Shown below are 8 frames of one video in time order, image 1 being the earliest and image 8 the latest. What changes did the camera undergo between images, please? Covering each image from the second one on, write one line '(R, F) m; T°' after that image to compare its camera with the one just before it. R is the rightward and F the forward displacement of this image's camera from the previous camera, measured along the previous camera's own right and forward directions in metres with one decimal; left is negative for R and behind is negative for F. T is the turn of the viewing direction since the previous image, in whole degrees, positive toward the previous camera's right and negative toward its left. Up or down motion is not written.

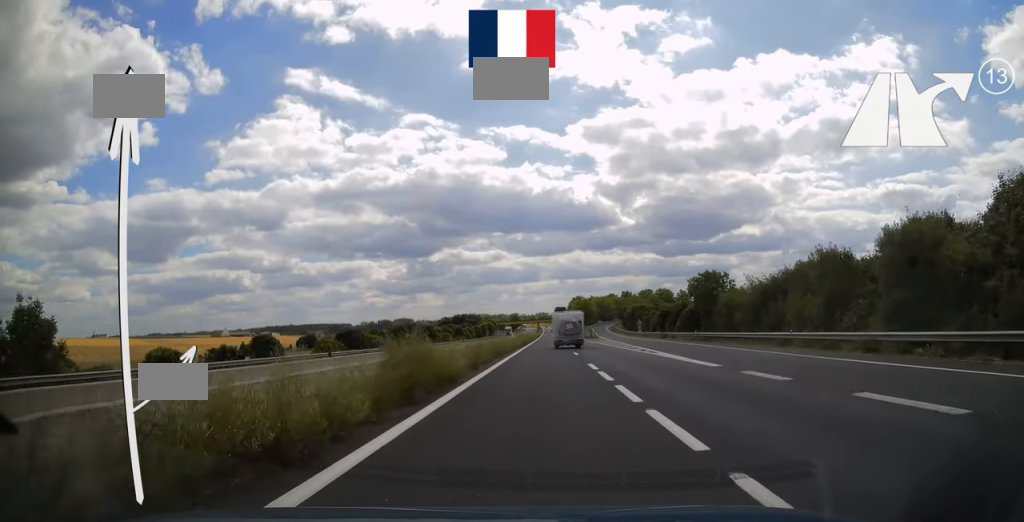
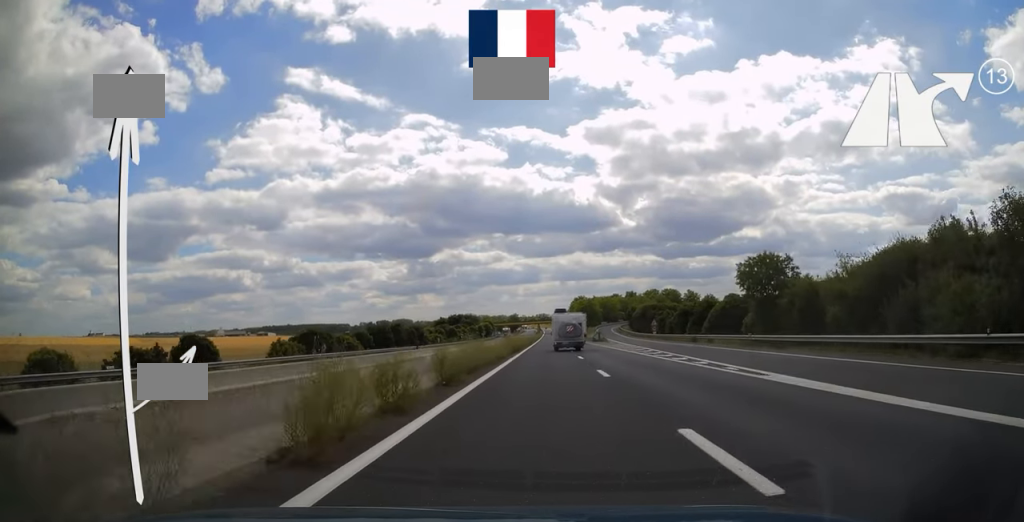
(-0.1, +15.0) m; 0°
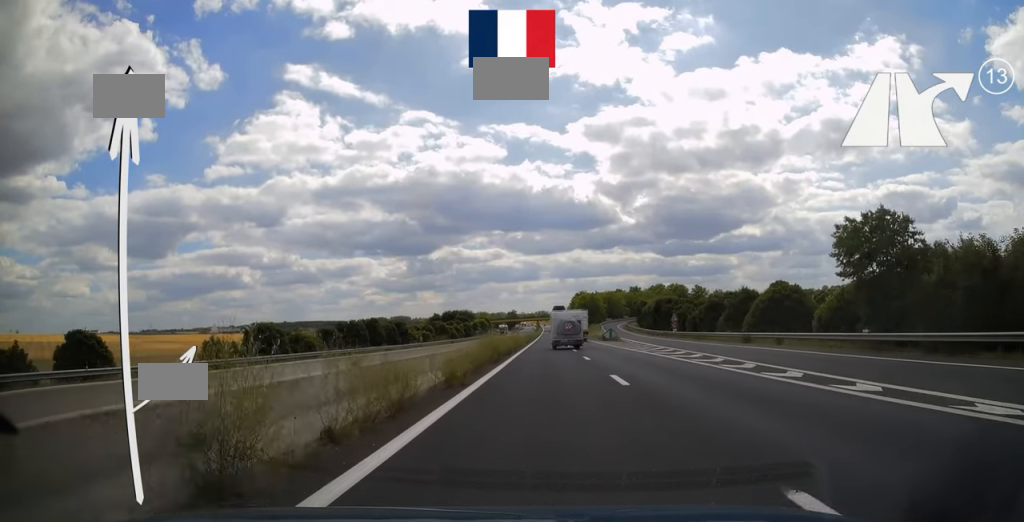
(-0.1, +16.0) m; 0°
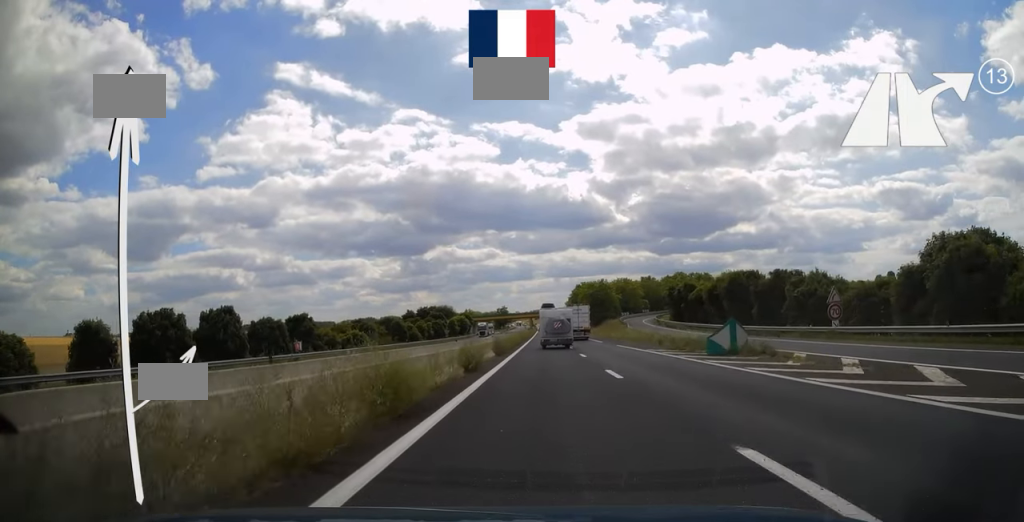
(+0.4, +49.4) m; 0°
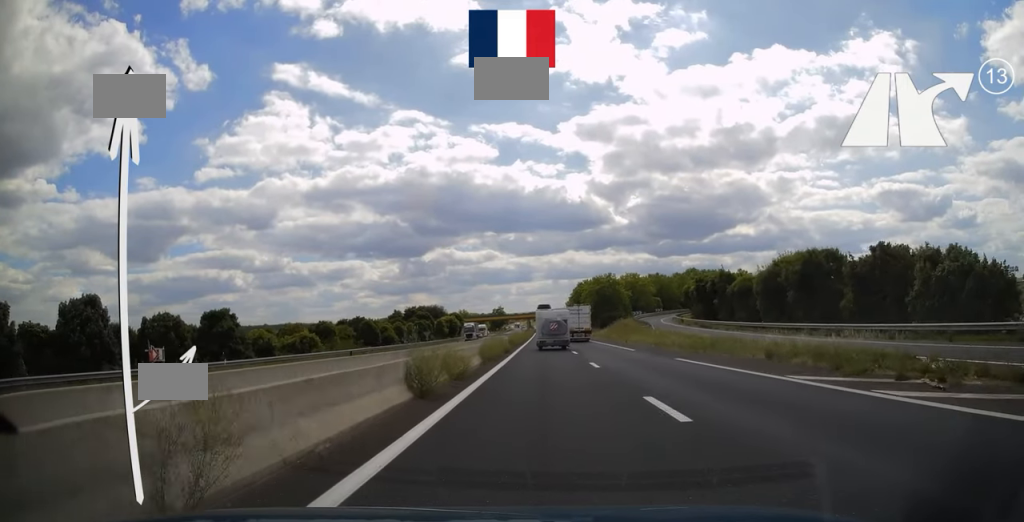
(0.0, +20.3) m; 0°
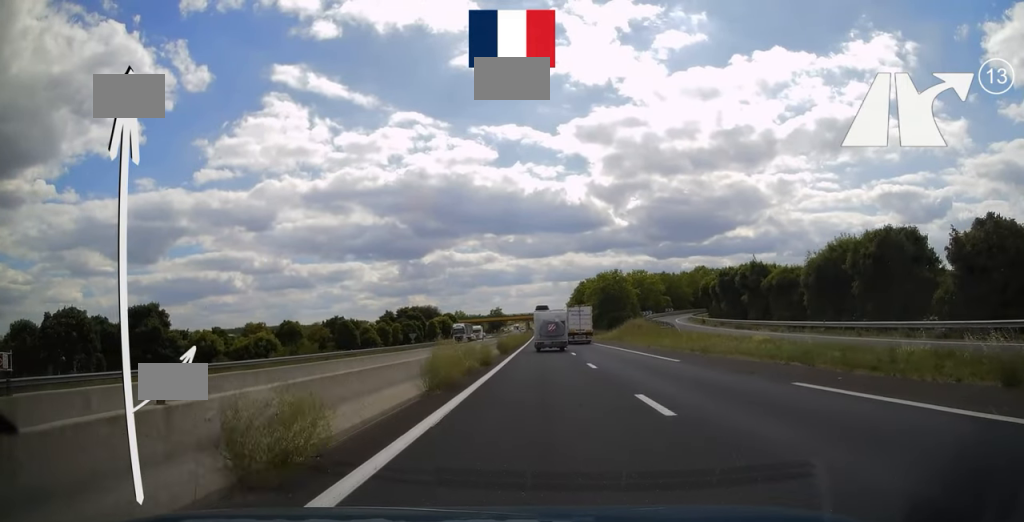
(0.0, +12.1) m; 0°
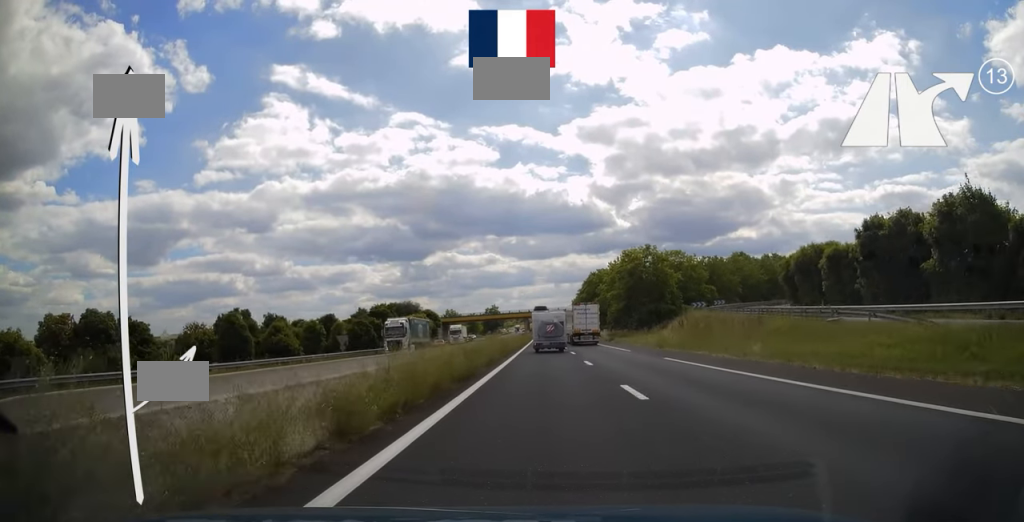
(-0.1, +36.0) m; 0°
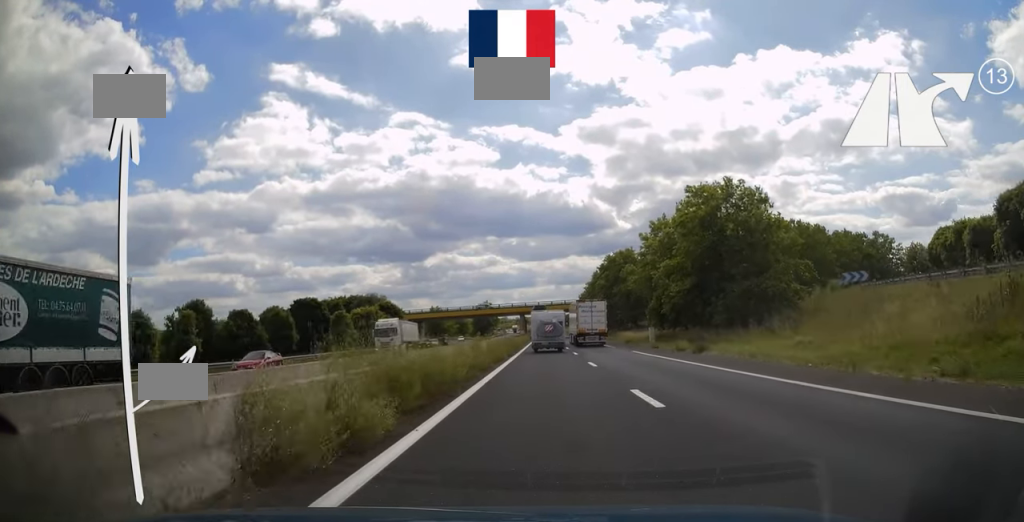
(-0.1, +39.8) m; 0°
